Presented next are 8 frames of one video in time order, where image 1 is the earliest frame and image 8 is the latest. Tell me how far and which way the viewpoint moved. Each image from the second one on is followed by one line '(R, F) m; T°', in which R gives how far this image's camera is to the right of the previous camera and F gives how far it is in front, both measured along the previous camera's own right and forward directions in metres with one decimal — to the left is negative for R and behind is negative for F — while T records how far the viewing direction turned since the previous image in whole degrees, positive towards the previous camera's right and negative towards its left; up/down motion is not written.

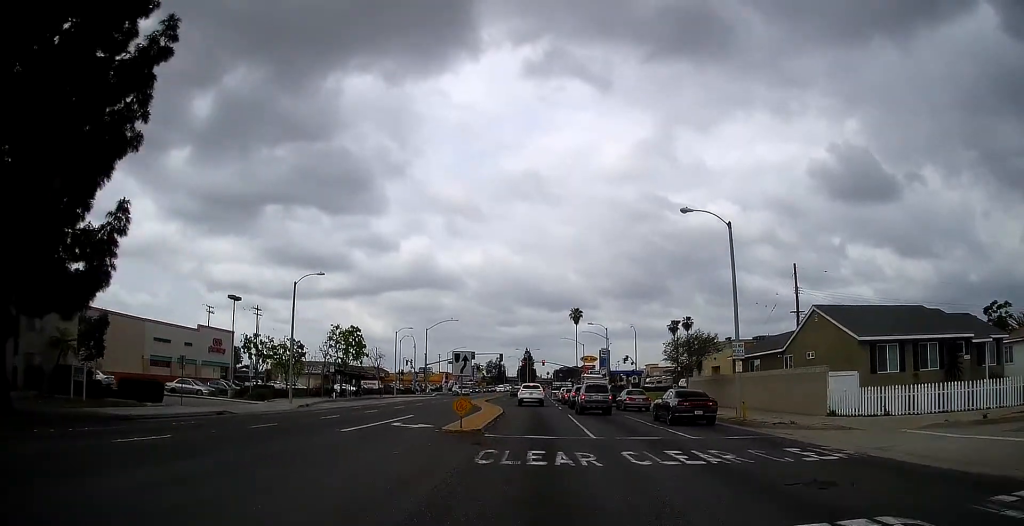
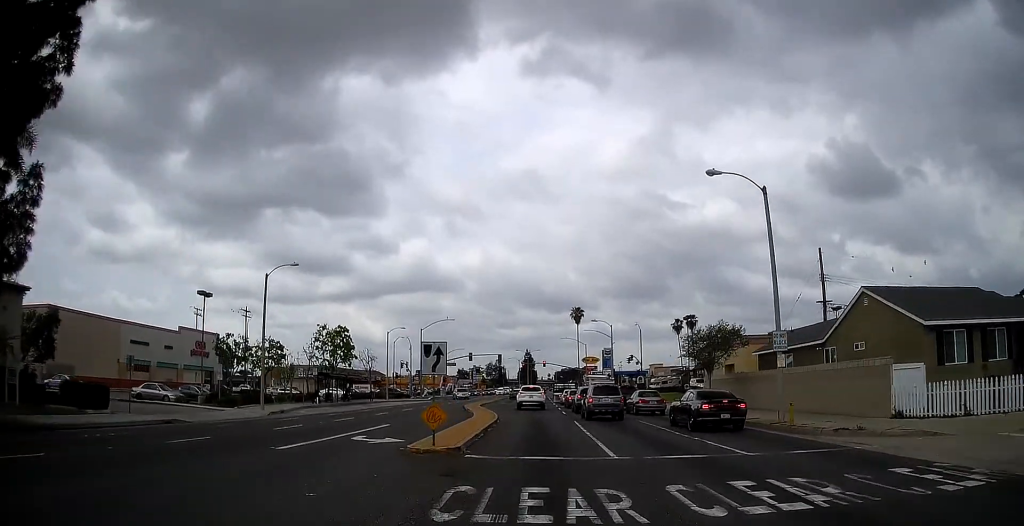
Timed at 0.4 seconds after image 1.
(+0.1, +5.3) m; 0°
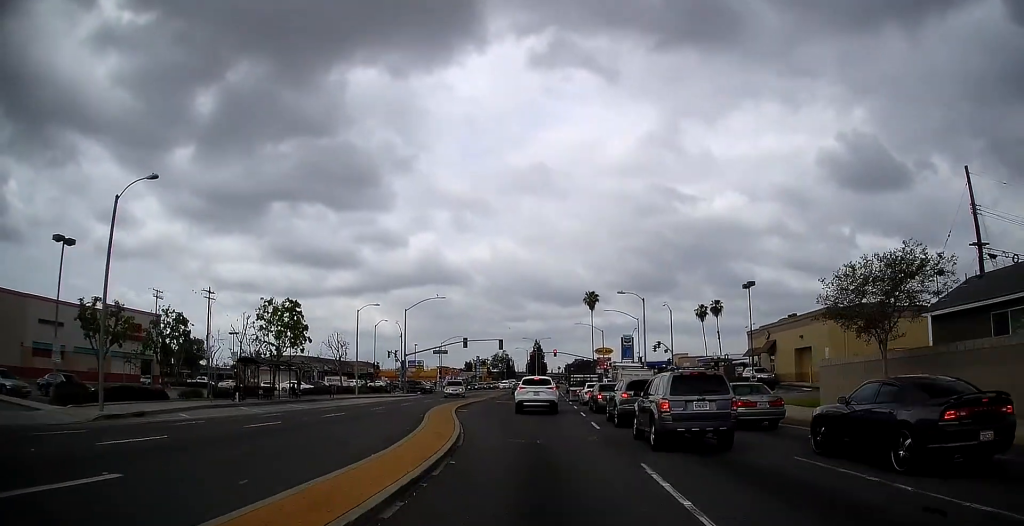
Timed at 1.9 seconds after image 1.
(-0.2, +18.0) m; -1°
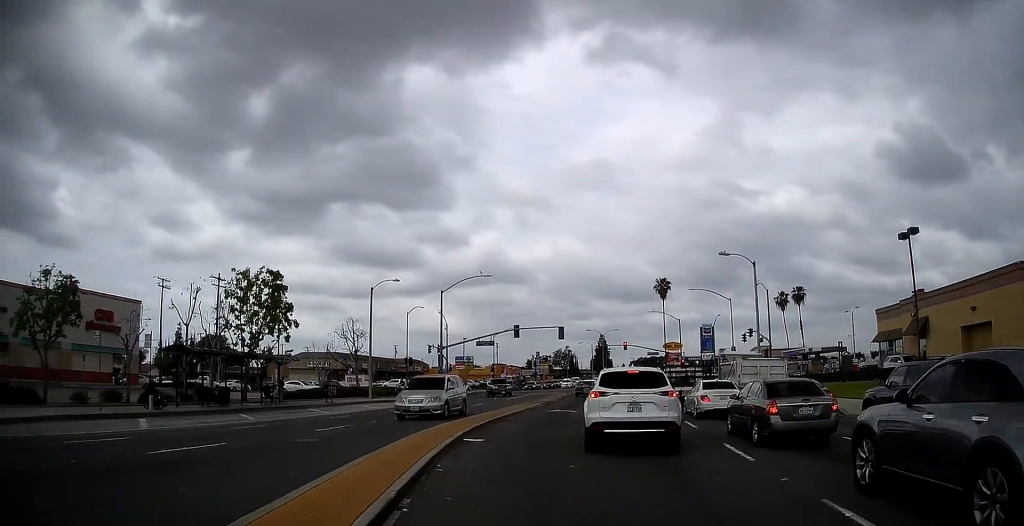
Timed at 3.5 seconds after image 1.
(-0.3, +17.8) m; -4°
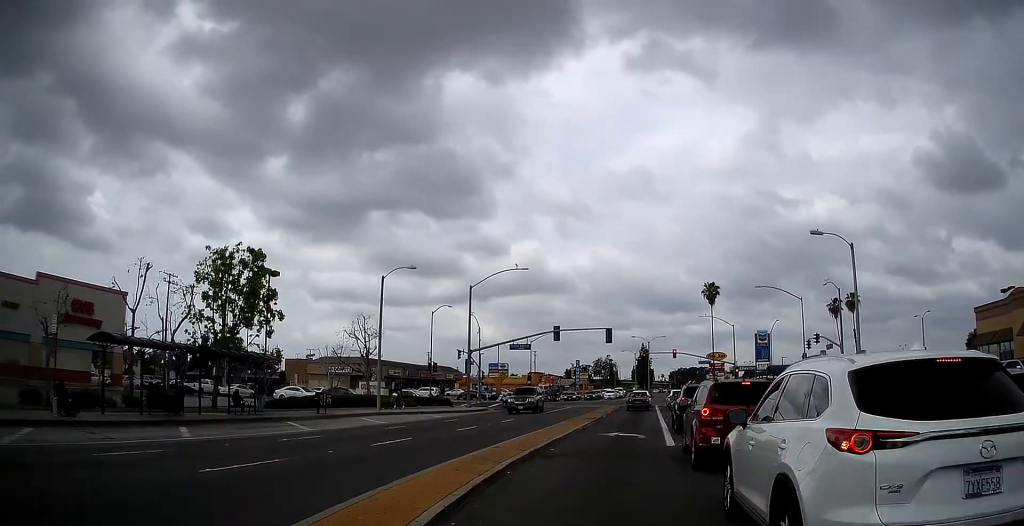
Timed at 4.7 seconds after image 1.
(-0.4, +10.0) m; -3°
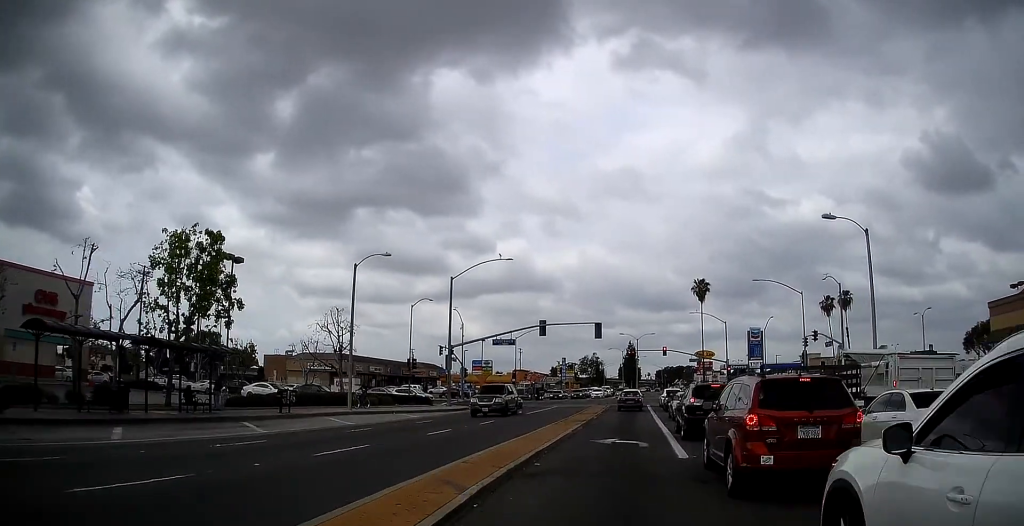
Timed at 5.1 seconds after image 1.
(0.0, +3.3) m; 0°
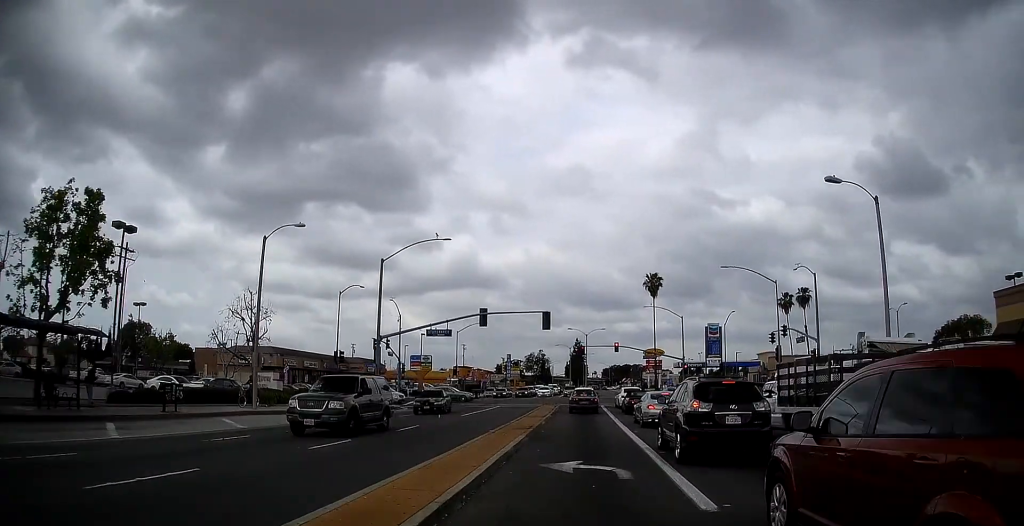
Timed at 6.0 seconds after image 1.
(0.0, +6.1) m; 0°
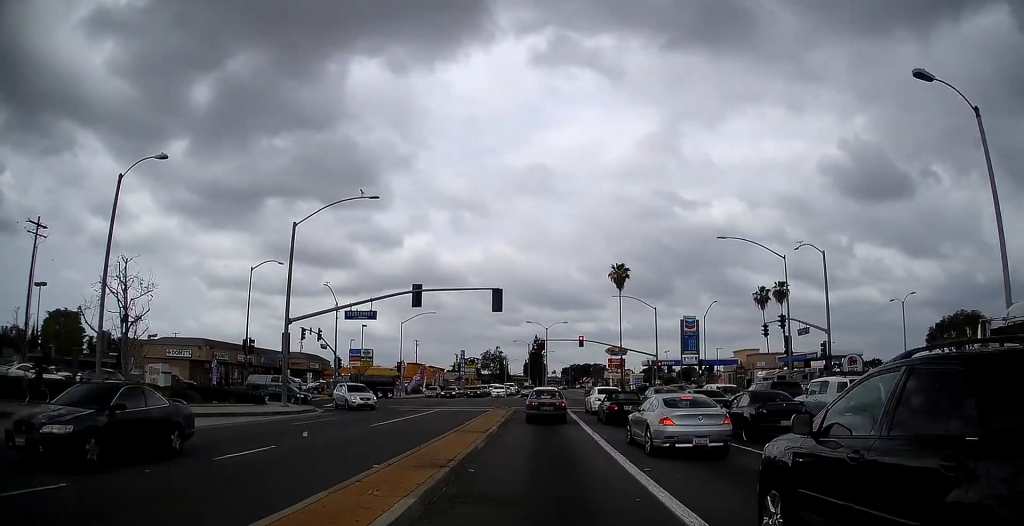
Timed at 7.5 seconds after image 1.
(+0.2, +9.3) m; +5°
